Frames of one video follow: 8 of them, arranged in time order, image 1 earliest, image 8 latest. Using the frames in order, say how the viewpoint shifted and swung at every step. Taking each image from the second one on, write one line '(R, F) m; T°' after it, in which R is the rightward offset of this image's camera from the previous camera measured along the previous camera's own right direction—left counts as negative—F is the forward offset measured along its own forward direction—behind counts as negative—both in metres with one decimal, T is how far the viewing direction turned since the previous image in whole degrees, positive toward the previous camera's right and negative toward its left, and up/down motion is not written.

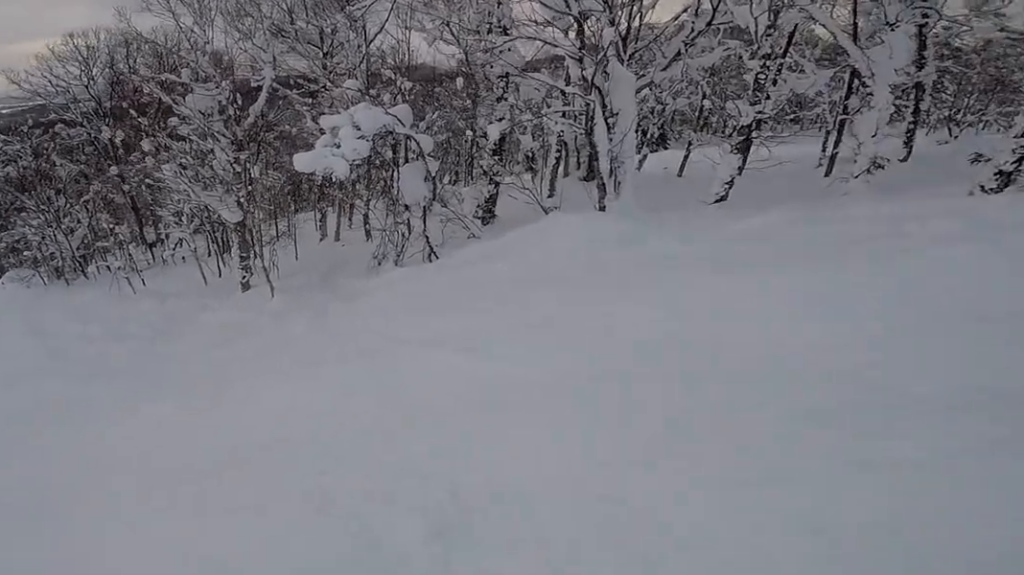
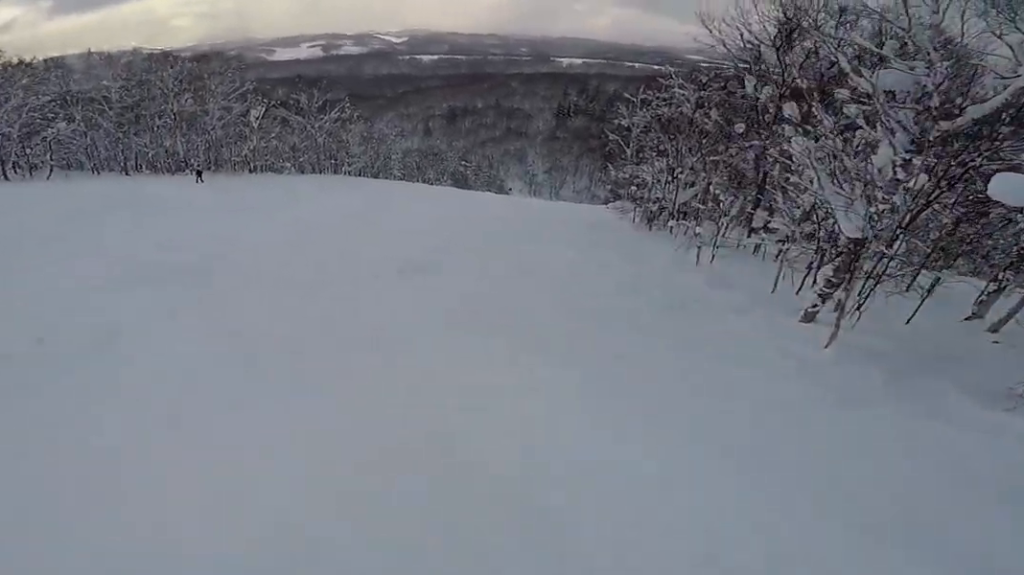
(-0.8, +5.0) m; -28°
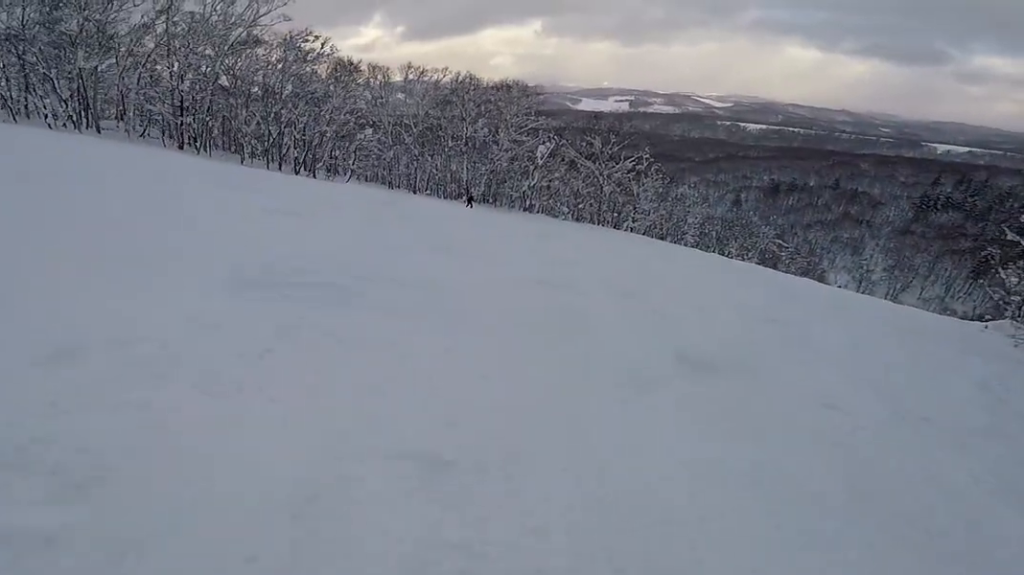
(-2.0, +4.0) m; -35°
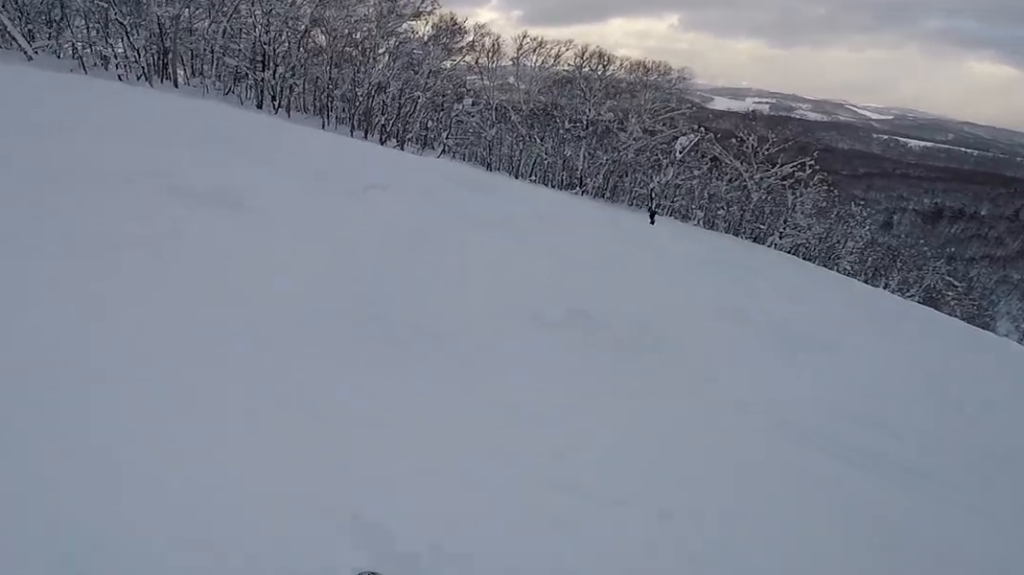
(+0.1, +5.8) m; +2°
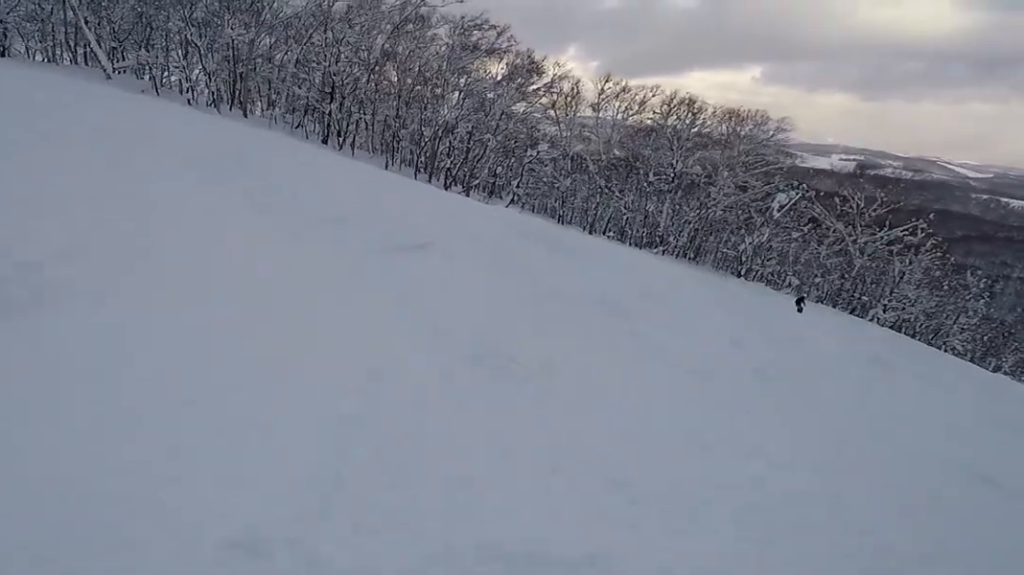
(+0.1, +2.3) m; -4°
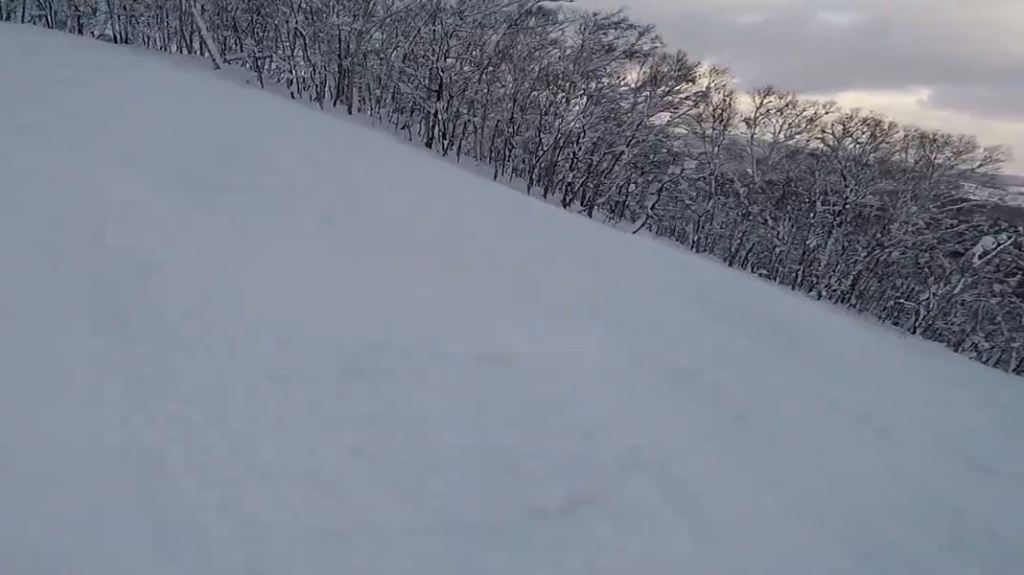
(-0.8, +3.0) m; -10°
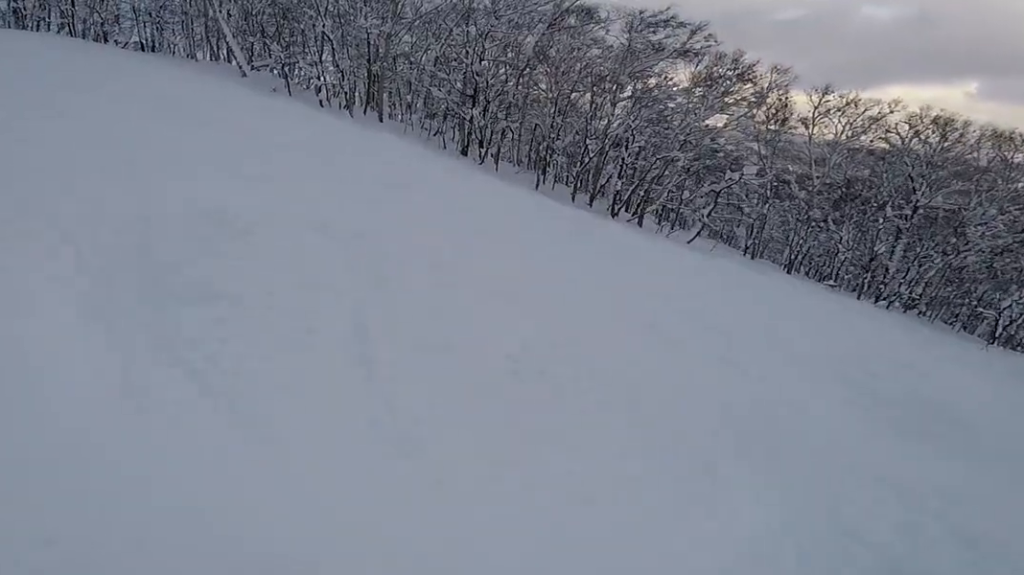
(+0.3, +2.0) m; +1°
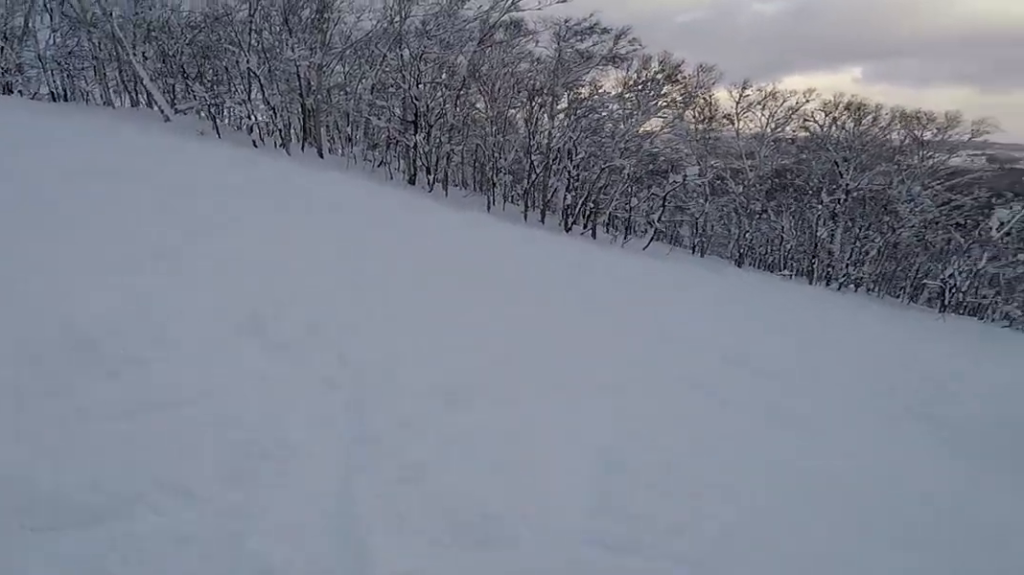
(-0.1, +1.5) m; -3°
